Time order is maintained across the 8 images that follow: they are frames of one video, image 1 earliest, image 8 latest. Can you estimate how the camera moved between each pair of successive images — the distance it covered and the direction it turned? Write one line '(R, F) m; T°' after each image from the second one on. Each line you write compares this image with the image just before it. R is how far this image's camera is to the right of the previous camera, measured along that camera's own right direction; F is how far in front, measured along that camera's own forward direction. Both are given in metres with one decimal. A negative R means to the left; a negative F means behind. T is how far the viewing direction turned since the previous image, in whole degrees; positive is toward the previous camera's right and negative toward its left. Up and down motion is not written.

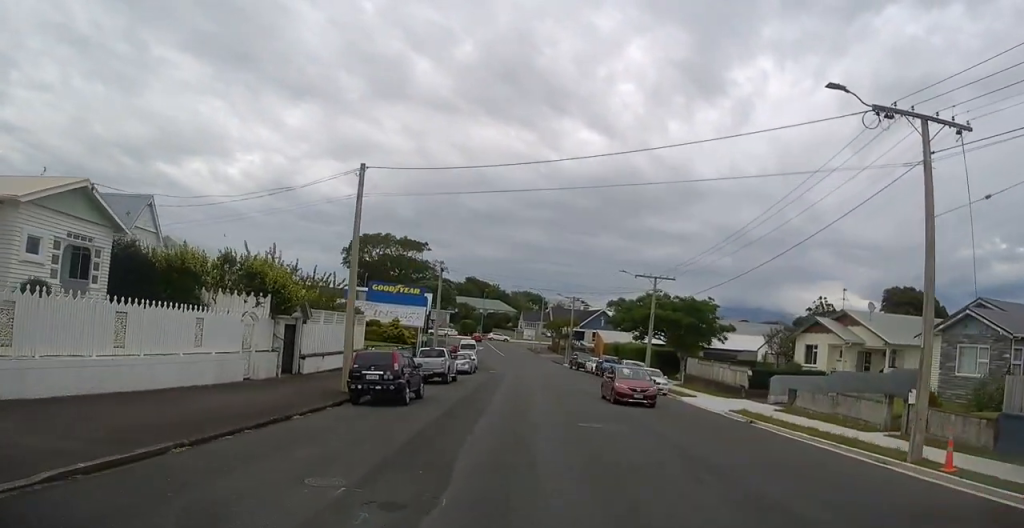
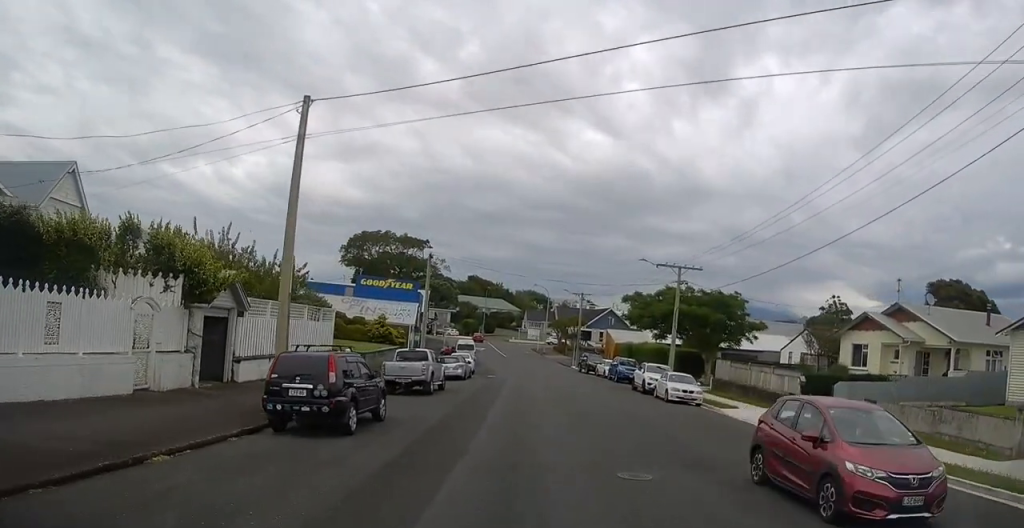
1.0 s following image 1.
(-0.5, +6.8) m; 0°
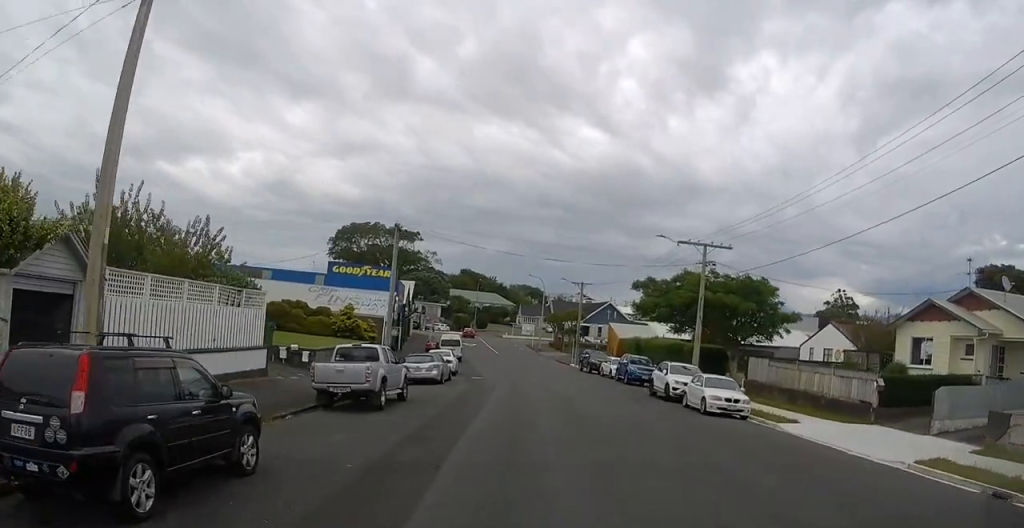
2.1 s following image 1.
(+0.3, +7.7) m; -5°
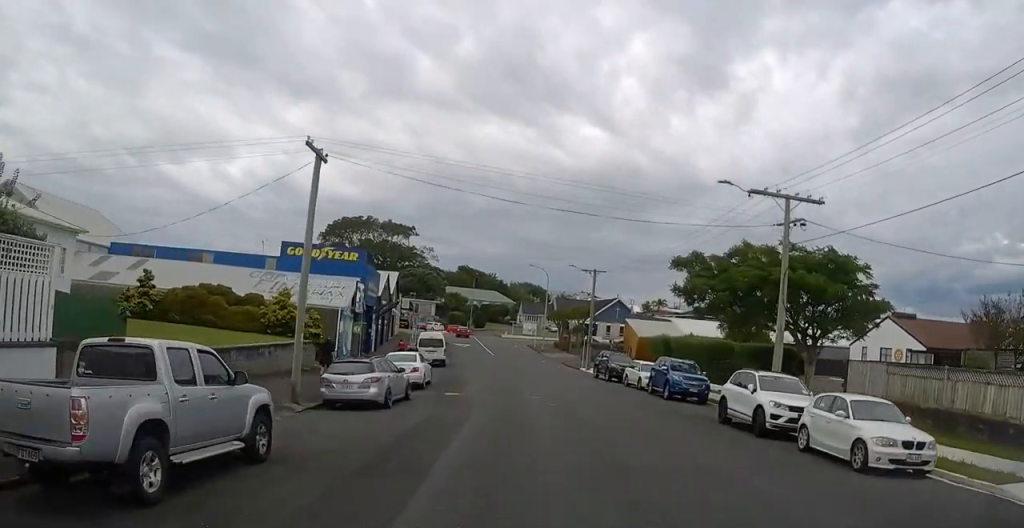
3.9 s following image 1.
(-1.0, +11.7) m; +4°
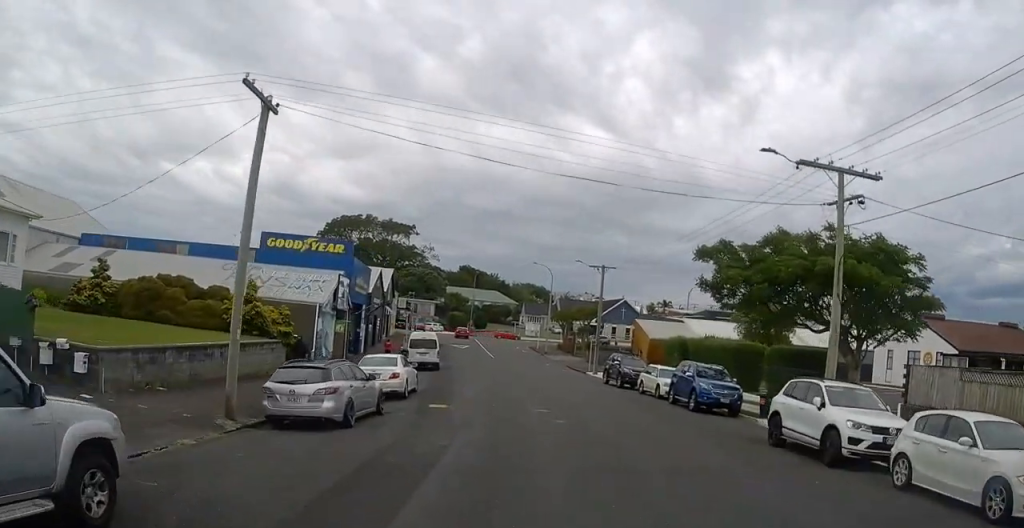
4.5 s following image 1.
(+0.8, +4.1) m; 0°
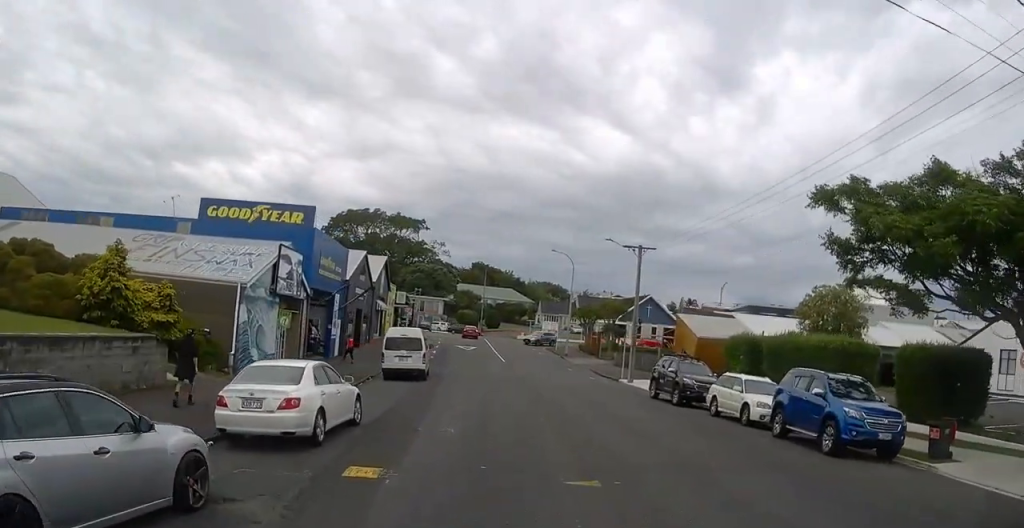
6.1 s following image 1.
(-0.6, +10.1) m; 0°
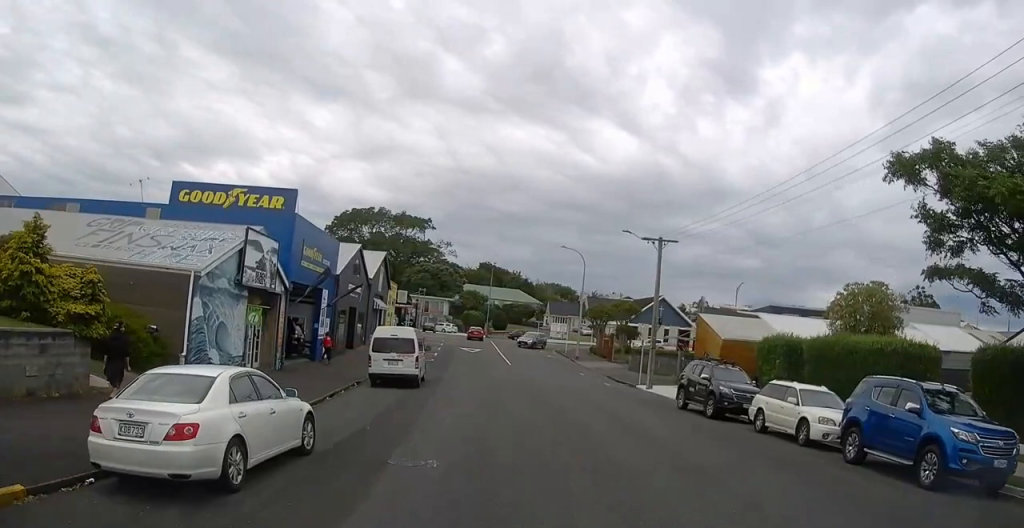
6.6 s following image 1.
(+0.7, +3.7) m; 0°
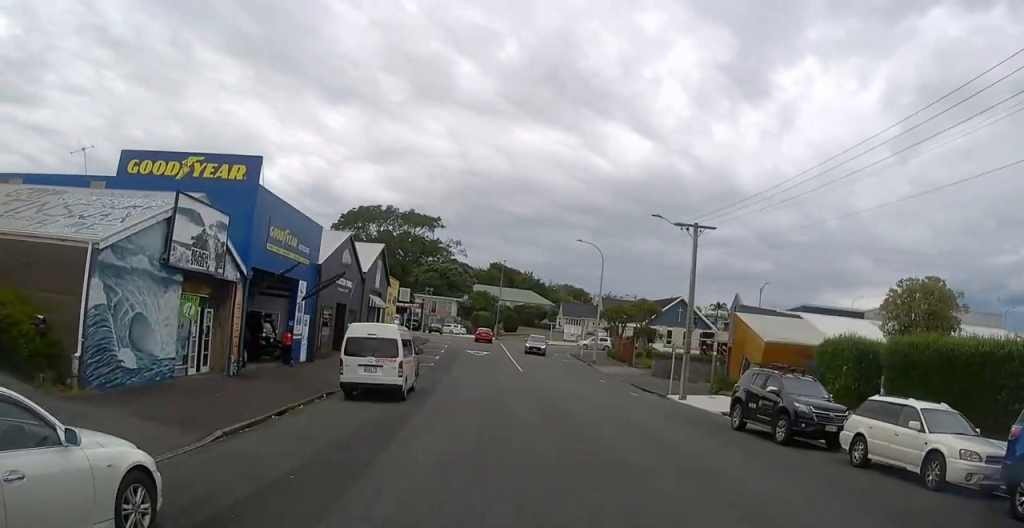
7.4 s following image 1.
(-0.9, +5.1) m; -9°
